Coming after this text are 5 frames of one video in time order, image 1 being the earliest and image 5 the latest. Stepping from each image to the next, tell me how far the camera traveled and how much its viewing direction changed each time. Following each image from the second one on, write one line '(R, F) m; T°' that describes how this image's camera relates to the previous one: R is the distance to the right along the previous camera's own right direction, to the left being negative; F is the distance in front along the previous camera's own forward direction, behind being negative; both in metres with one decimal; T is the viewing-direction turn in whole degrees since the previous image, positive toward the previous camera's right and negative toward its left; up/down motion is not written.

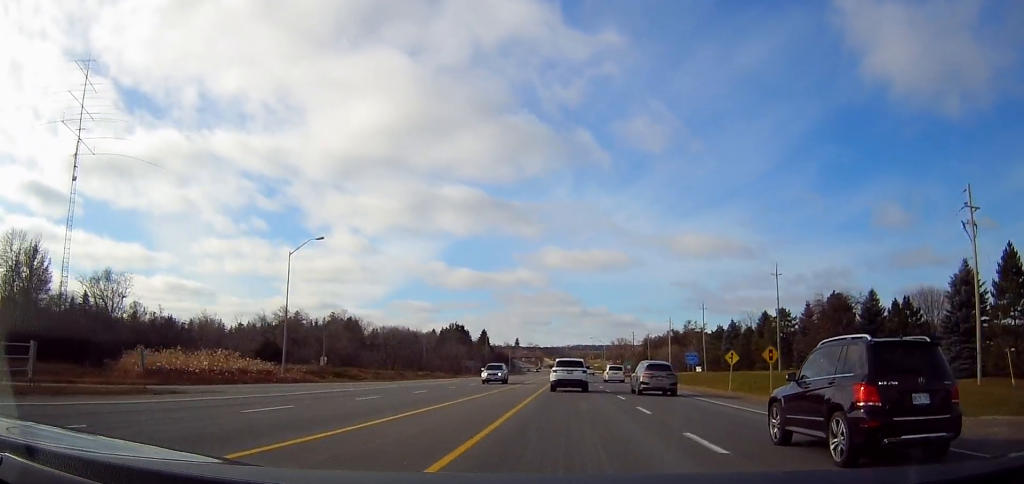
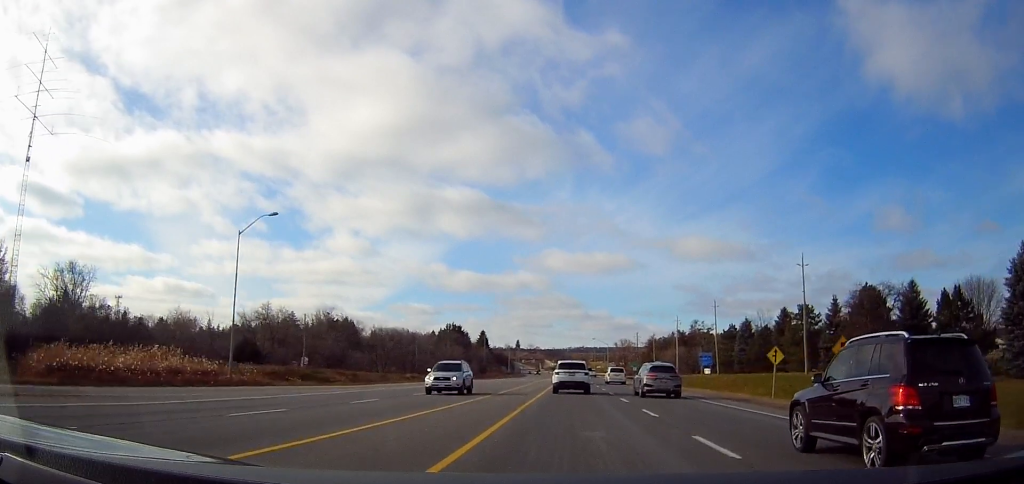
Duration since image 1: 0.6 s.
(0.0, +9.6) m; +1°
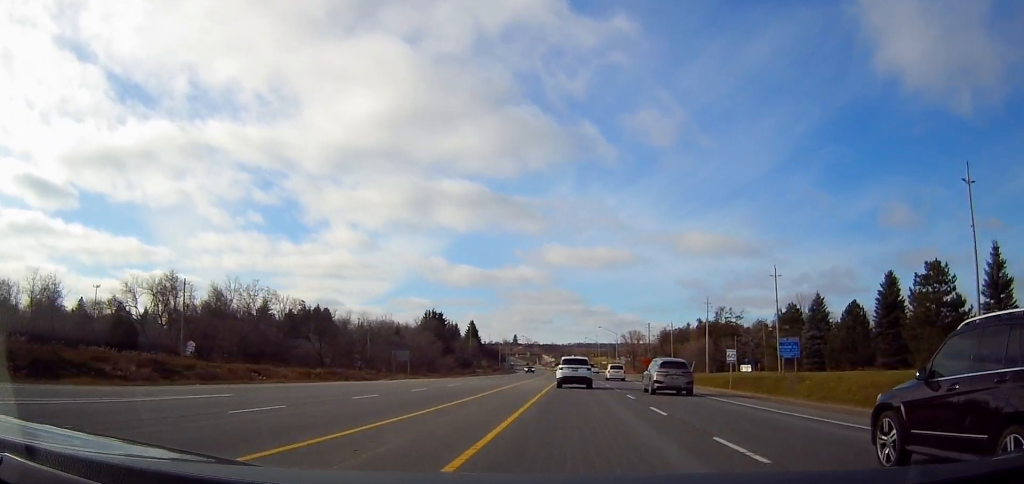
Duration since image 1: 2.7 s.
(+0.5, +35.9) m; -1°
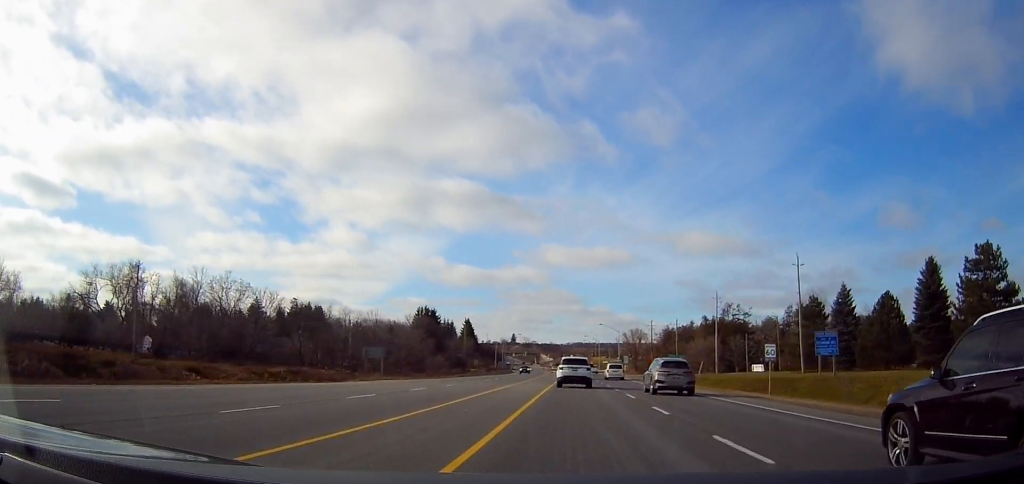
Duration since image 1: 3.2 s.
(-0.1, +9.2) m; 0°
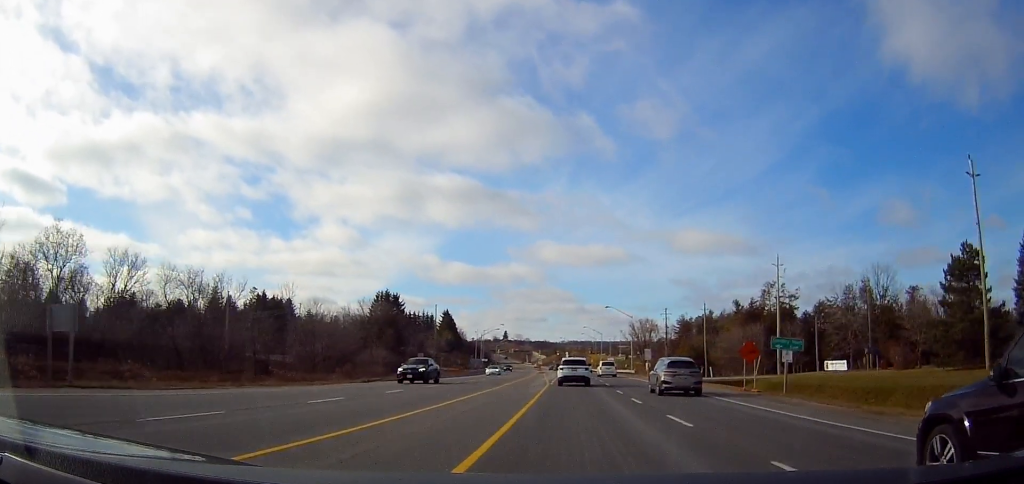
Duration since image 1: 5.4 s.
(+0.1, +38.6) m; 0°
